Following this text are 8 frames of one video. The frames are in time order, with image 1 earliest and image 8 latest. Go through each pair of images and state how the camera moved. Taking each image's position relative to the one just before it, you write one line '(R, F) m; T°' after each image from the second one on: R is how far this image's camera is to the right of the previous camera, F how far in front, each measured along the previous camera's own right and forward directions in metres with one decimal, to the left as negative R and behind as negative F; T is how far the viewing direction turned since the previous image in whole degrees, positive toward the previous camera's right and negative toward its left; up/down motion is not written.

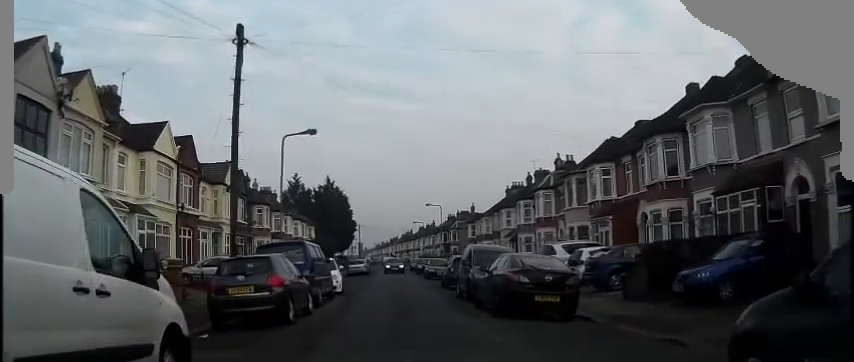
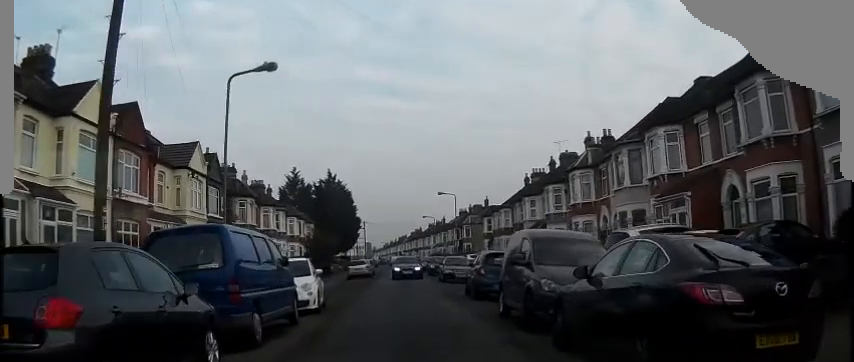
(-0.3, +8.6) m; -2°
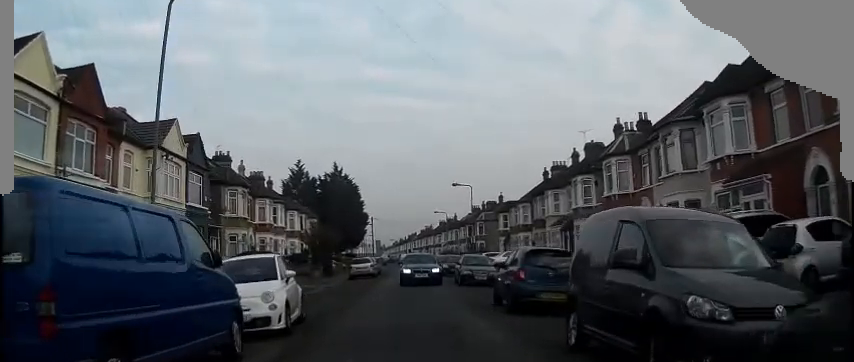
(0.0, +5.3) m; +3°
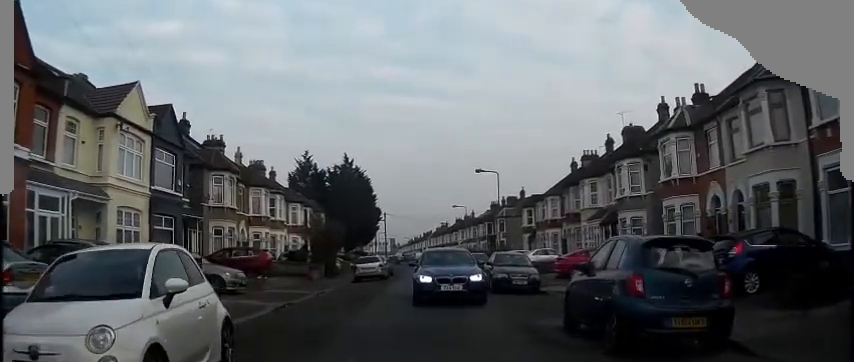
(+0.3, +6.6) m; -2°
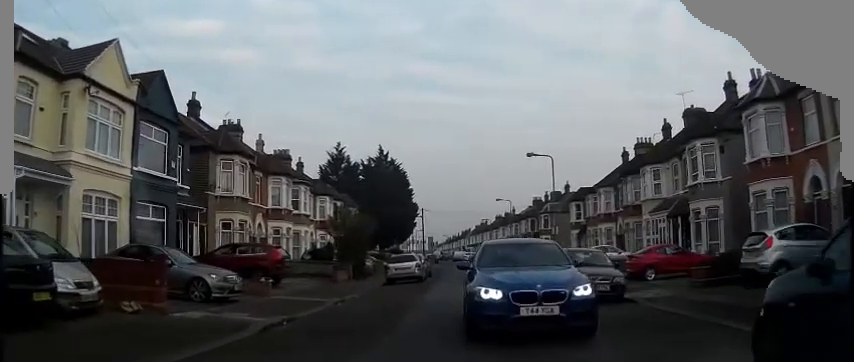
(-0.4, +5.3) m; -8°
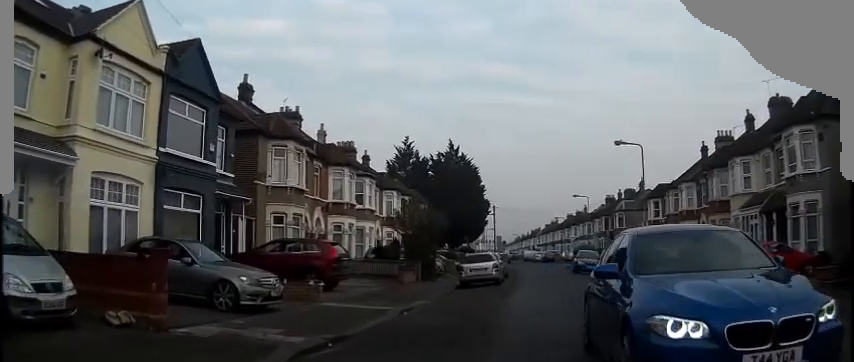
(-0.1, +3.6) m; -3°
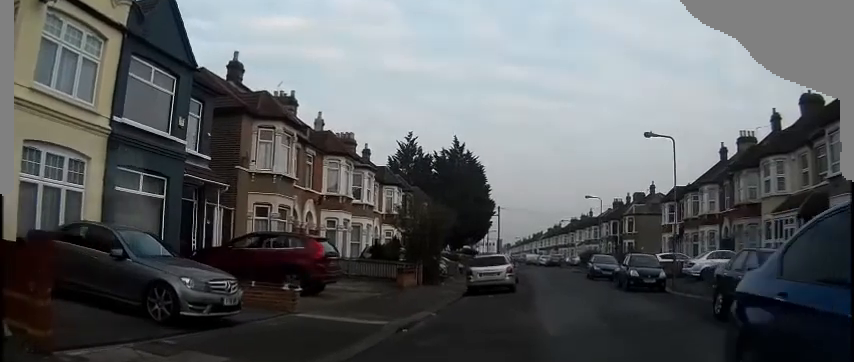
(-0.1, +3.6) m; +1°
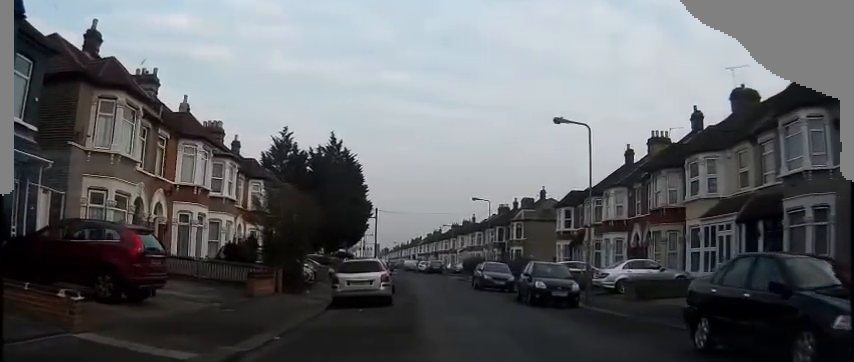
(+0.2, +4.4) m; +9°
